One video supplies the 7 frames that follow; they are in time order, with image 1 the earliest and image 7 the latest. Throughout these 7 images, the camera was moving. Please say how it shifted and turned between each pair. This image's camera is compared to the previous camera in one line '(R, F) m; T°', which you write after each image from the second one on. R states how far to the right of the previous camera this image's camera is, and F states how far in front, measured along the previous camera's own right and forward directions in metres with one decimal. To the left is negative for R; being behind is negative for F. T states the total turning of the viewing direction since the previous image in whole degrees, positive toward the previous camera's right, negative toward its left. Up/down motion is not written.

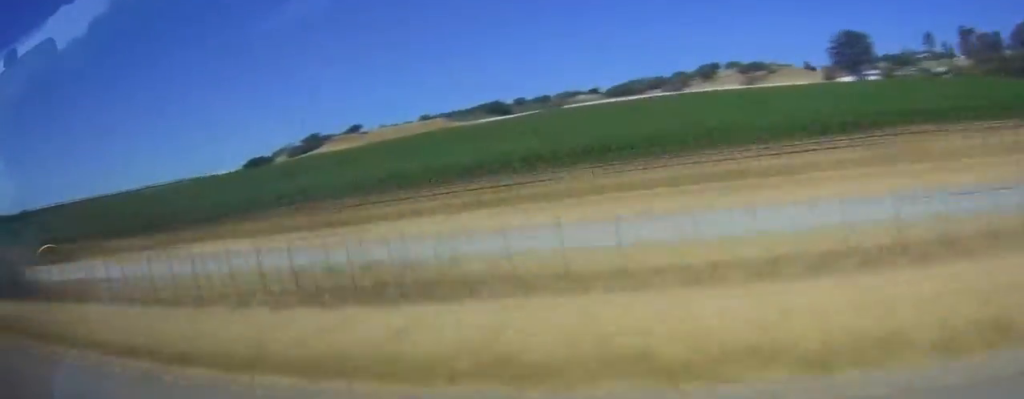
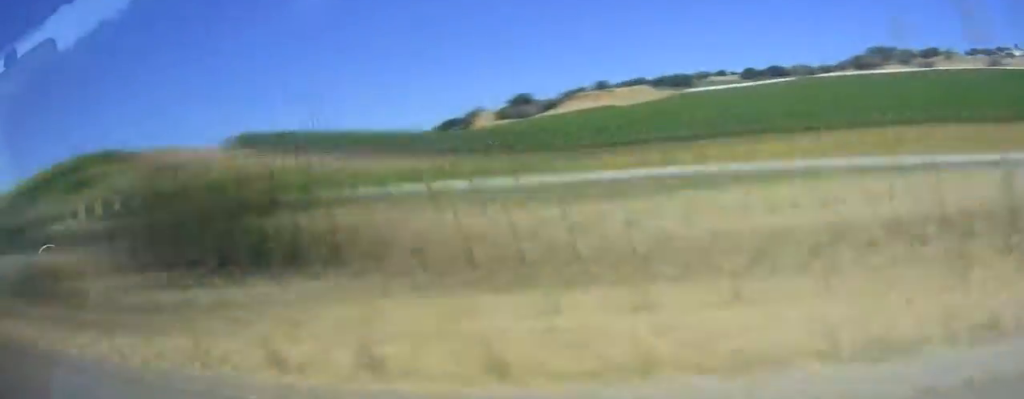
(+2.2, +109.2) m; +1°
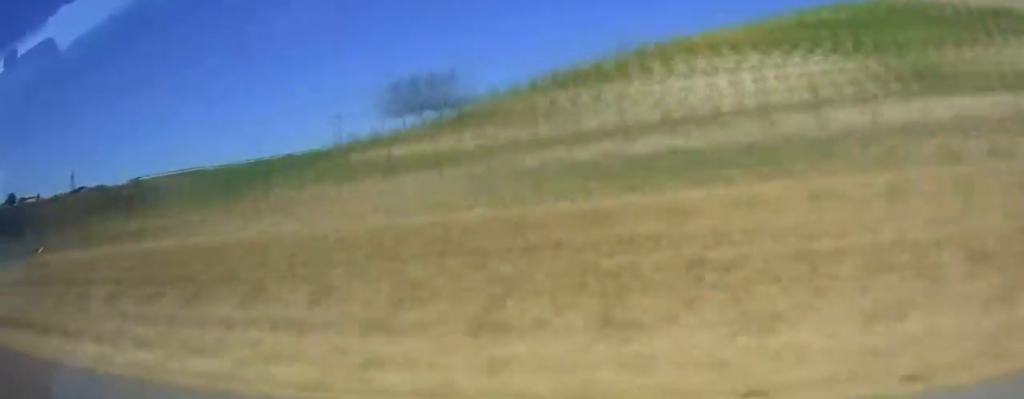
(0.0, +95.4) m; 0°
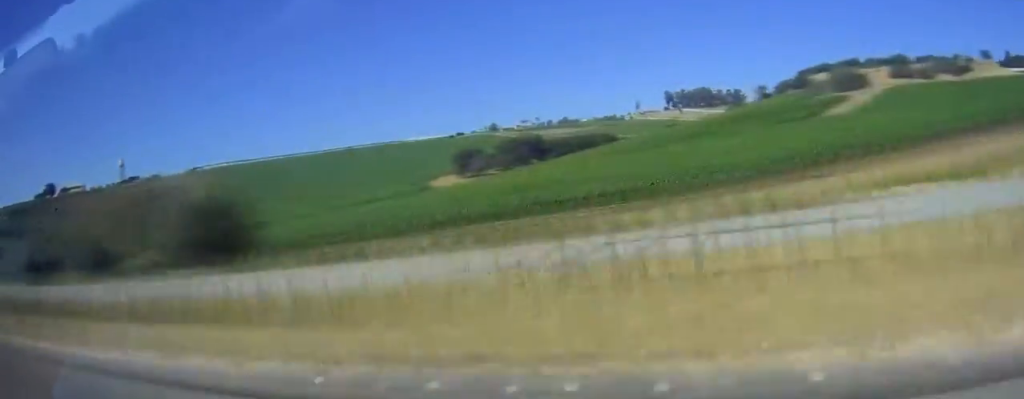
(+0.1, +65.5) m; 0°
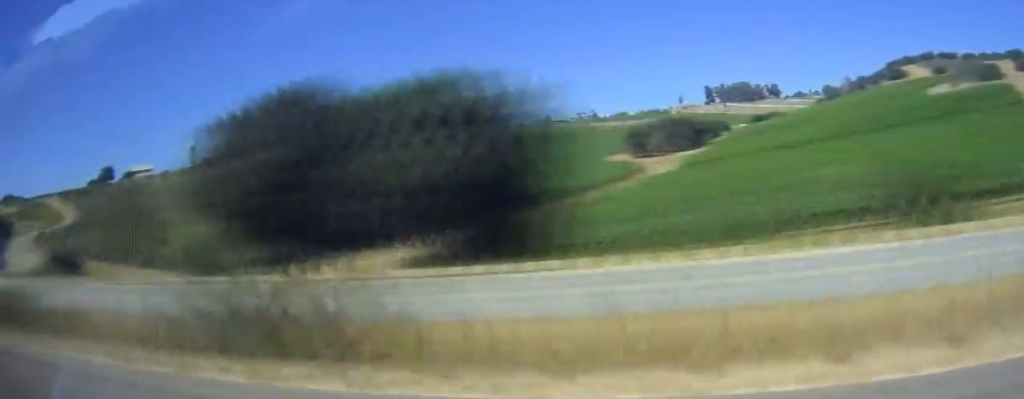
(-0.1, +65.1) m; +1°
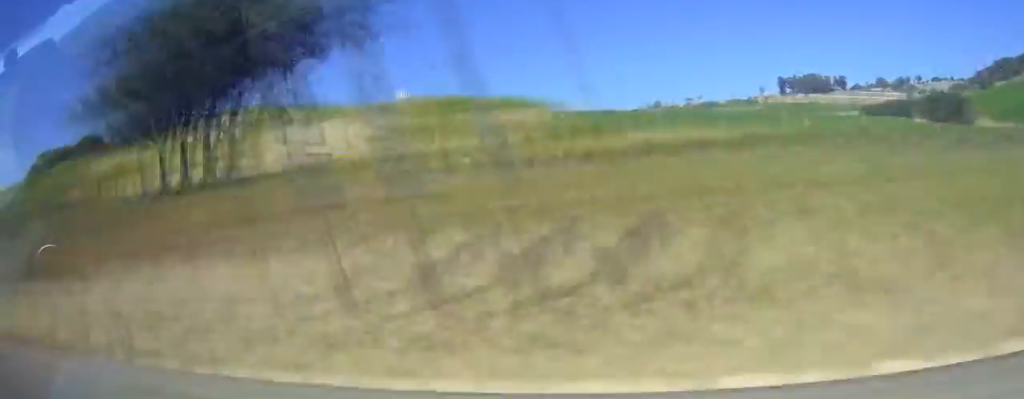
(+1.5, +116.0) m; +1°
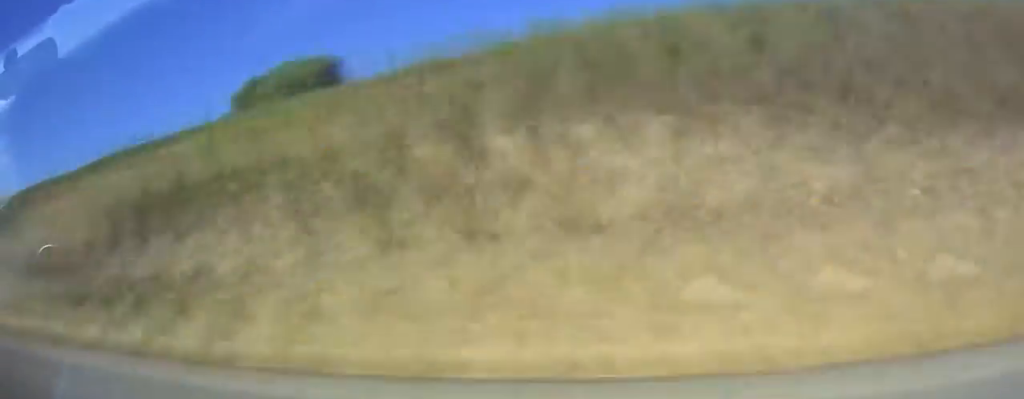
(-0.1, +91.7) m; 0°
